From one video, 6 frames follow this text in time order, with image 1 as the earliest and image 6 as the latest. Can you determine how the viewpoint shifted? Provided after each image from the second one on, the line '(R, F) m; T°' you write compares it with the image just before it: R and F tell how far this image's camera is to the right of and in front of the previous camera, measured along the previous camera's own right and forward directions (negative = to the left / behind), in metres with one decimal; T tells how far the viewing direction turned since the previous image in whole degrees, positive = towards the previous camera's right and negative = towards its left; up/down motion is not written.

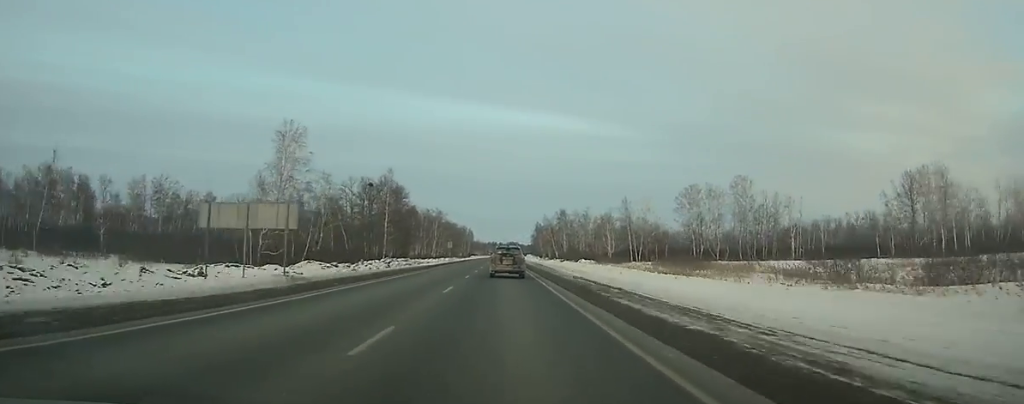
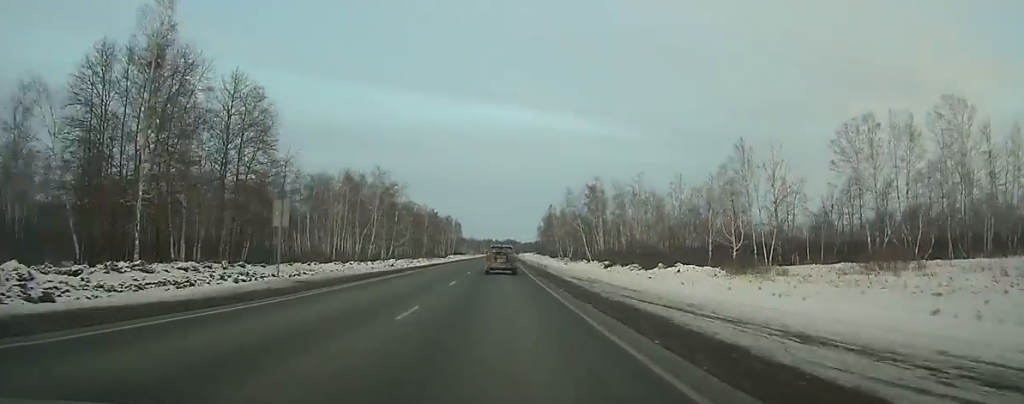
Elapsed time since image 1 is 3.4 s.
(+0.5, +79.8) m; +1°
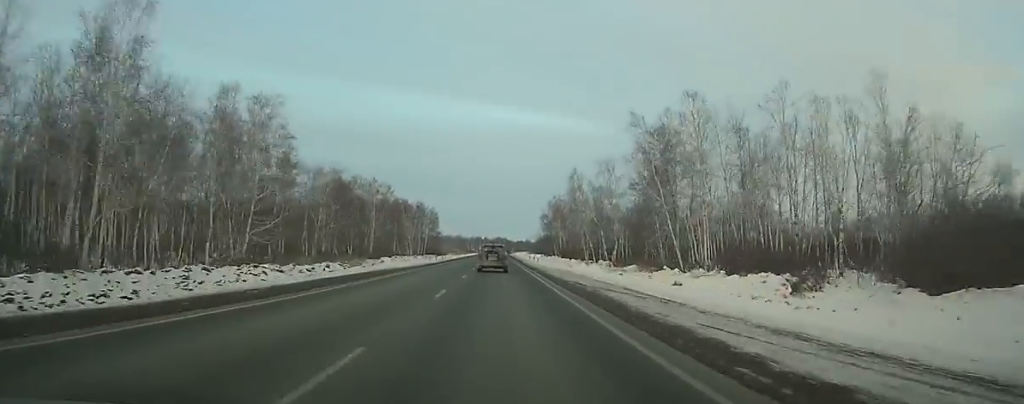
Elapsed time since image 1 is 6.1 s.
(+0.3, +66.1) m; 0°
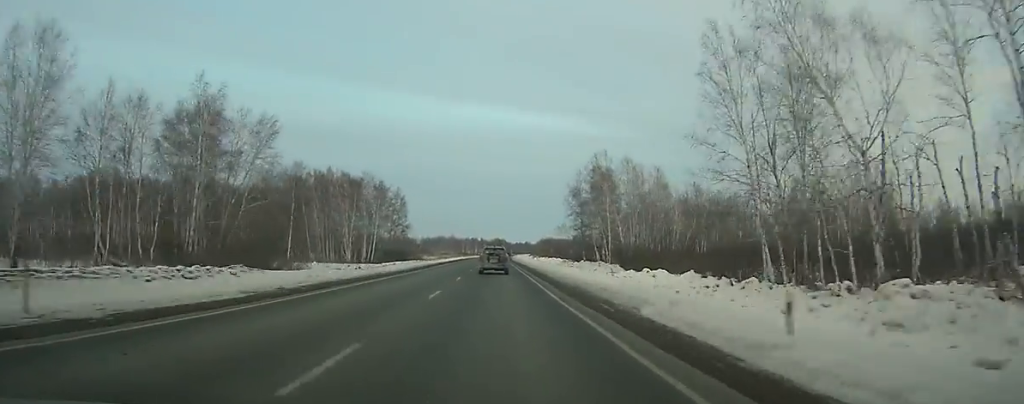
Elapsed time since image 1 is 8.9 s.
(+0.1, +70.8) m; 0°
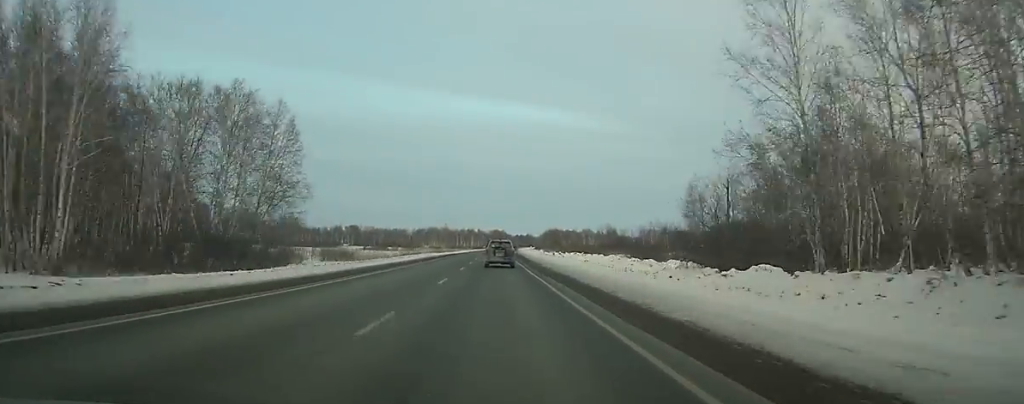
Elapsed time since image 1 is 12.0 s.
(-0.1, +80.7) m; 0°
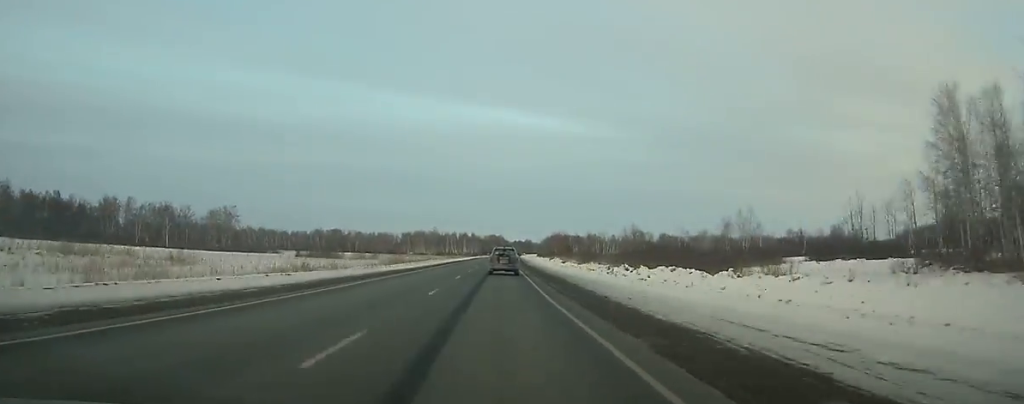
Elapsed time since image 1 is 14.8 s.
(+0.1, +74.7) m; +1°
